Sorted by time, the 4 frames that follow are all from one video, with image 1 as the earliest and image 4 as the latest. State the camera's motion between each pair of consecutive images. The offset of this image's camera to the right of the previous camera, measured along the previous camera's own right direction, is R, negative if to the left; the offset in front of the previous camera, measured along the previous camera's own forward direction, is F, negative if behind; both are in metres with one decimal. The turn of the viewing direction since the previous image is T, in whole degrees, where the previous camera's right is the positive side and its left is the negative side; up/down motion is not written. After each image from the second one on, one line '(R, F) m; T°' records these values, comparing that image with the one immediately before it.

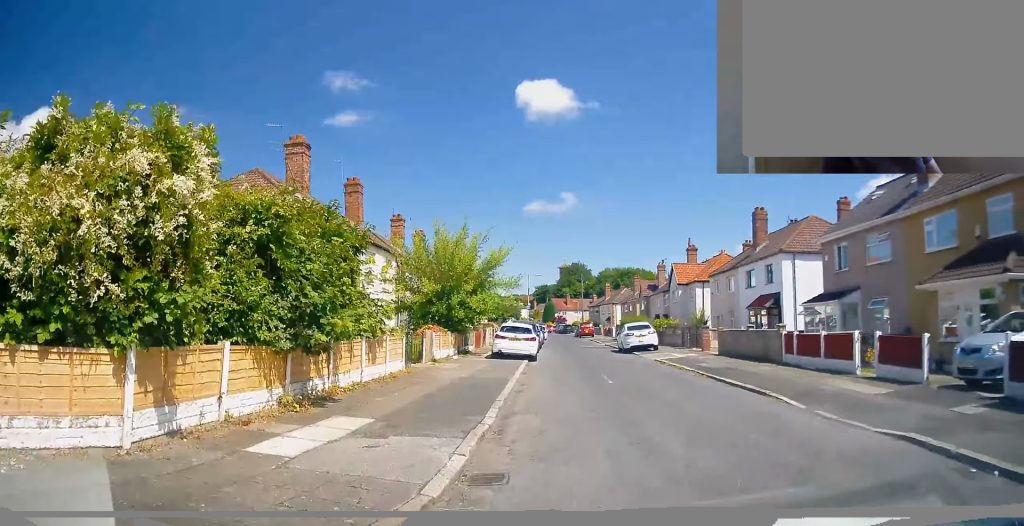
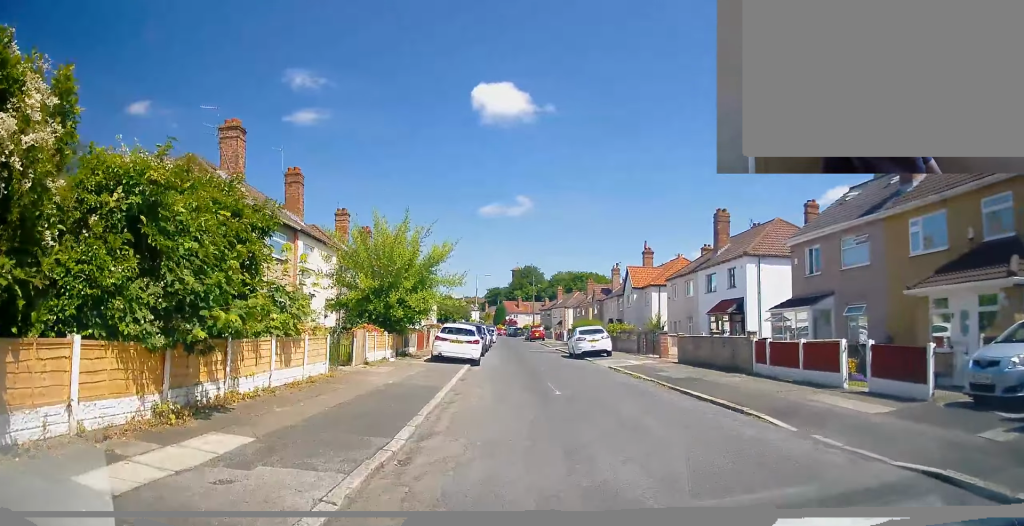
(+0.1, +1.7) m; +9°
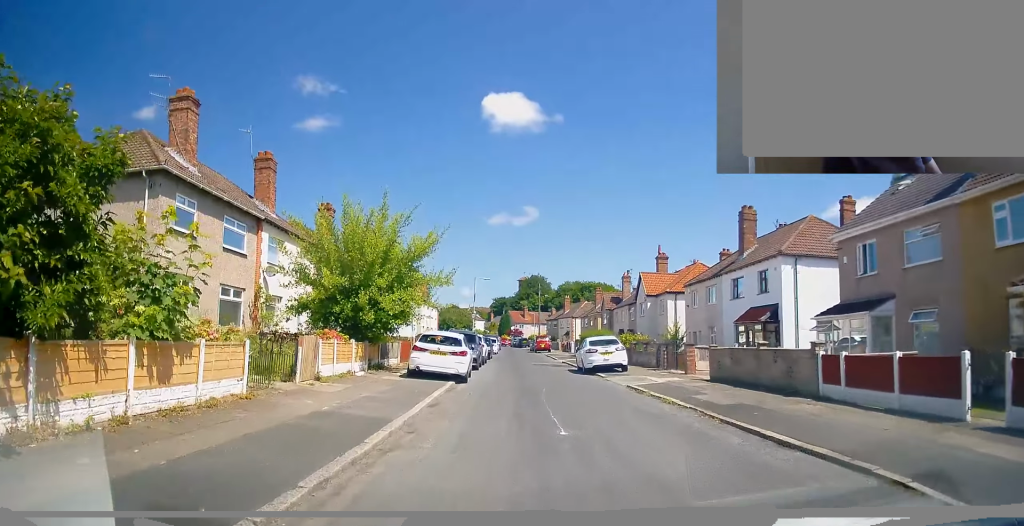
(+0.4, +3.8) m; +2°
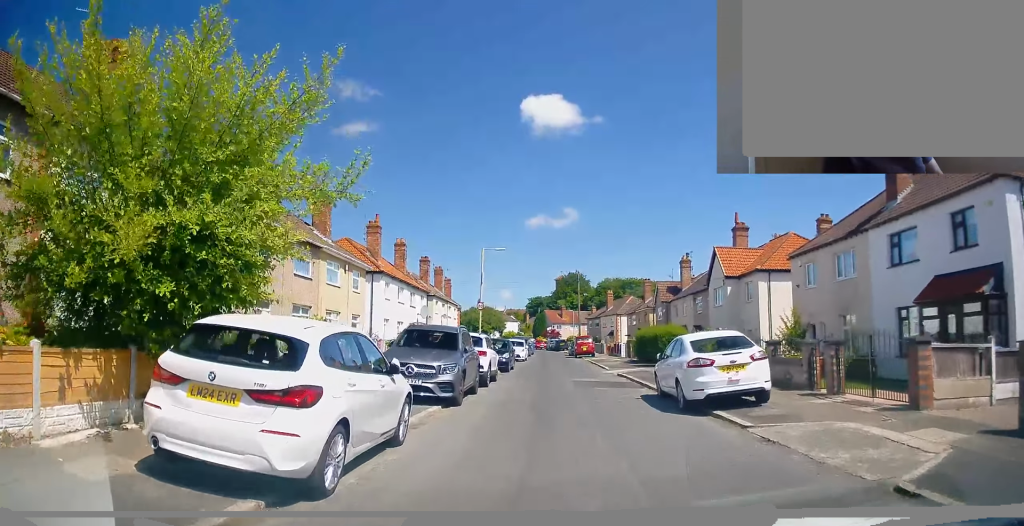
(-1.1, +13.0) m; -7°
